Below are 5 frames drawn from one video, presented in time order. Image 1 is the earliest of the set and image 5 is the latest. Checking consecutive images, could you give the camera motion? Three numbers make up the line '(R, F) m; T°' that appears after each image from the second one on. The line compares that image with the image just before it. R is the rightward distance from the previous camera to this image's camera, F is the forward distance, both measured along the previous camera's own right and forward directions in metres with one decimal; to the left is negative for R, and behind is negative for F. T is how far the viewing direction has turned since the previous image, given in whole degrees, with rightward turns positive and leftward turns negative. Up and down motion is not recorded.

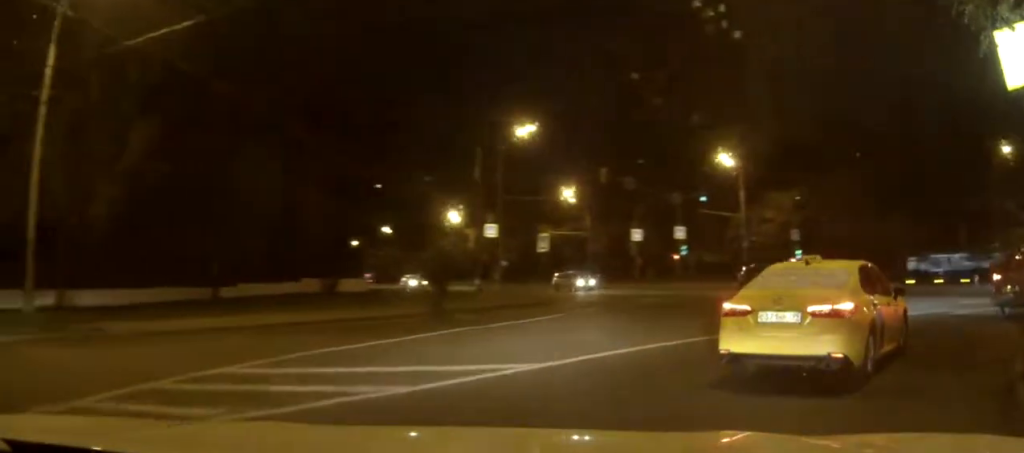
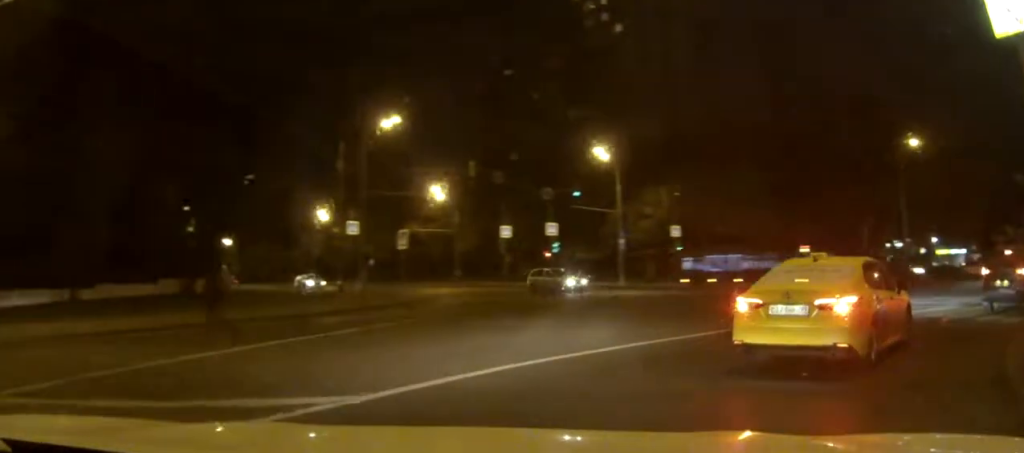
(+0.2, +2.8) m; +7°
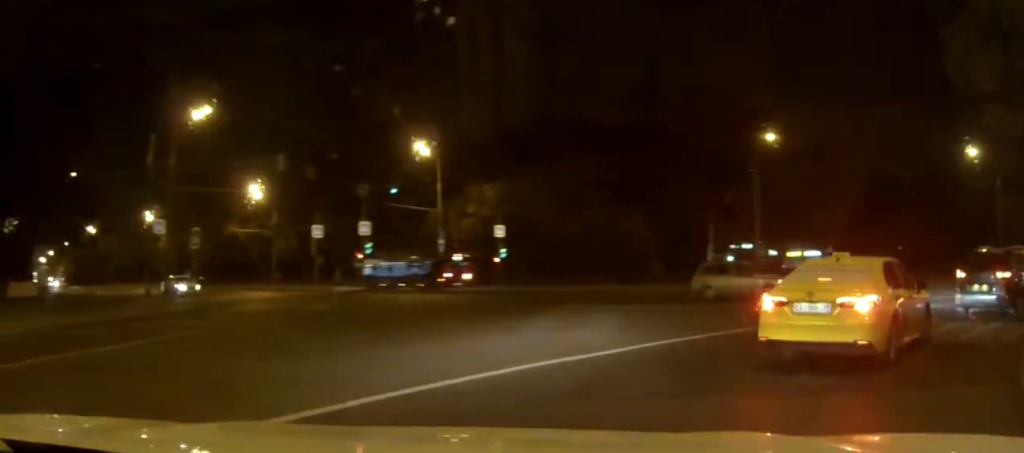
(+0.5, +4.3) m; +15°
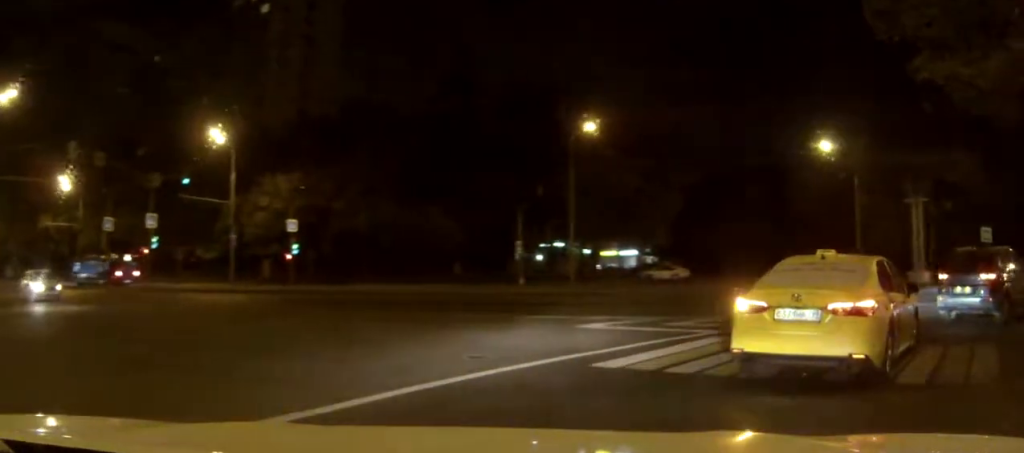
(+0.8, +4.2) m; +18°
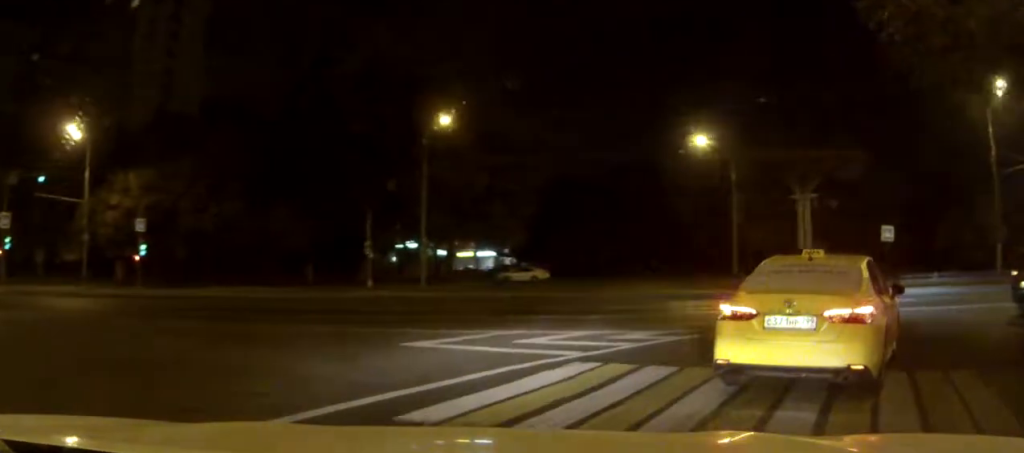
(+0.3, +3.3) m; +10°
